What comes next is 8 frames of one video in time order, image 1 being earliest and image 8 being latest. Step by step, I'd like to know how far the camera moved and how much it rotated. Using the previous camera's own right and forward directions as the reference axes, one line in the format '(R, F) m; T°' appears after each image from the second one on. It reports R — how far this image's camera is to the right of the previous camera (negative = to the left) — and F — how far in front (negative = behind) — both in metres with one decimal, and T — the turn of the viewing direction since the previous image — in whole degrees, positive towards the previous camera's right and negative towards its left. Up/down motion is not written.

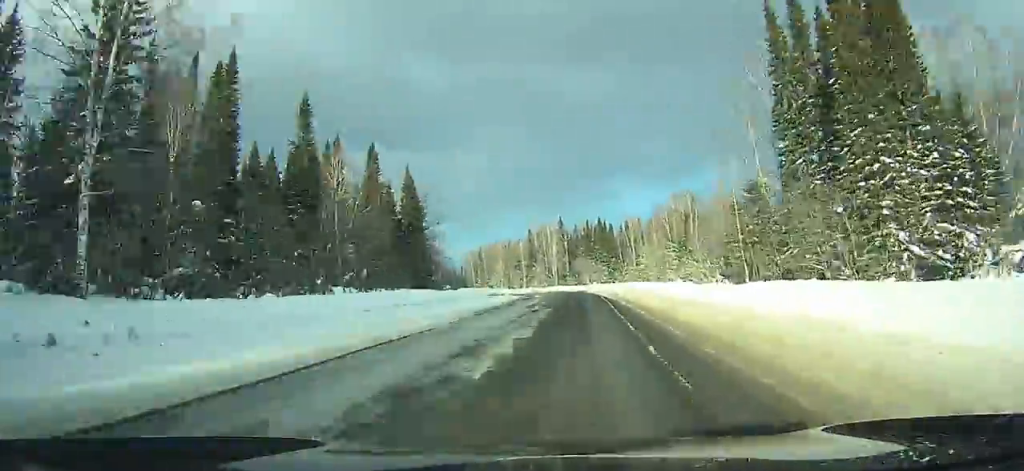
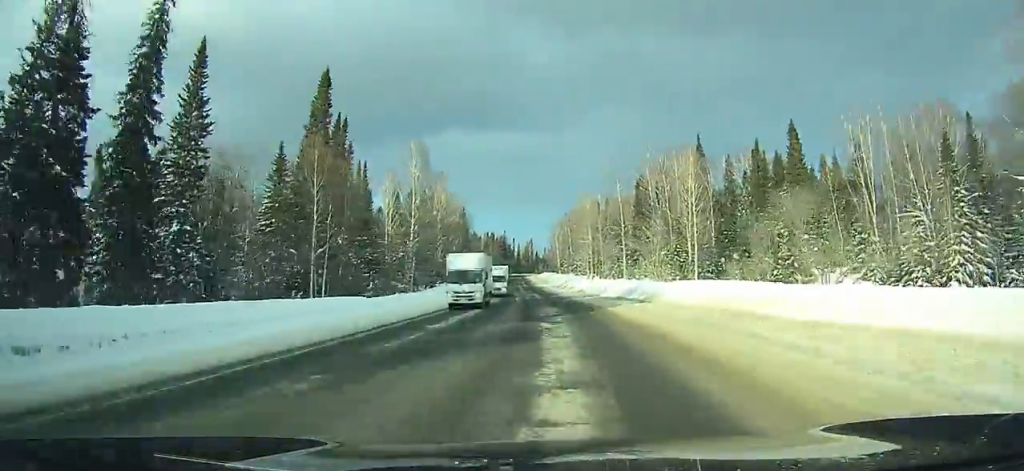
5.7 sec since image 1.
(-8.3, +109.4) m; -11°
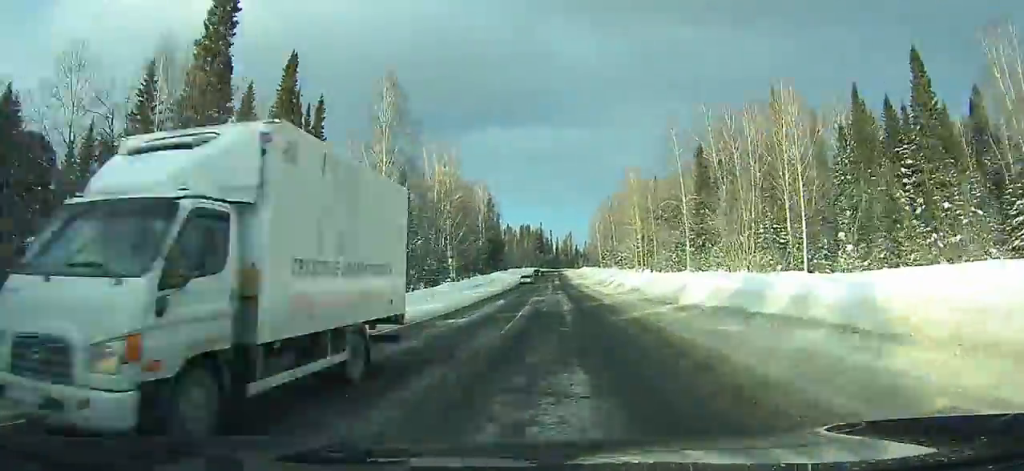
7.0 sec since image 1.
(-0.3, +24.3) m; -3°
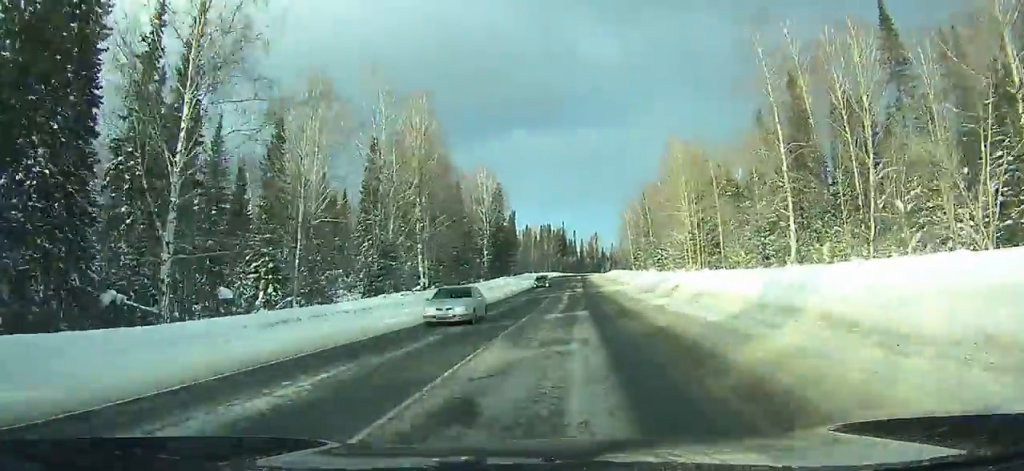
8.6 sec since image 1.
(-1.6, +29.7) m; +2°
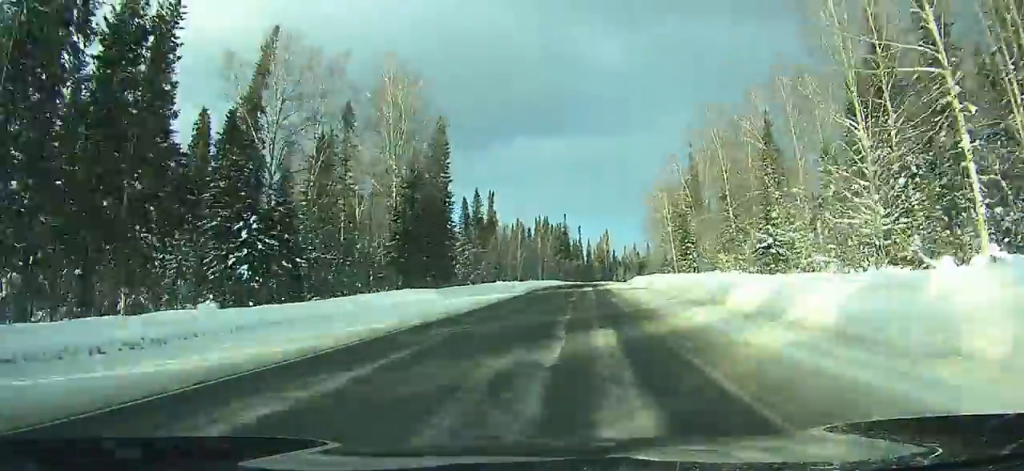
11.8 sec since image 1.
(+2.6, +58.9) m; -2°
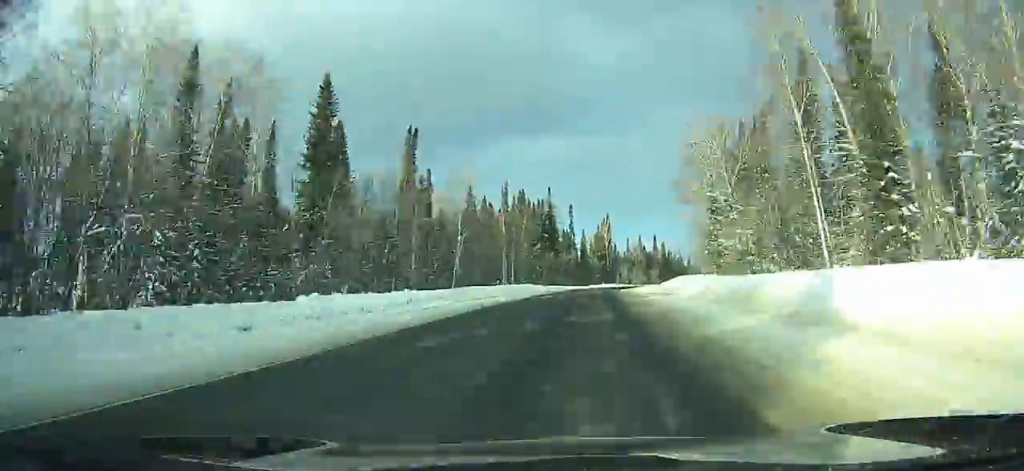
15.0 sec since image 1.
(-5.5, +64.4) m; -4°
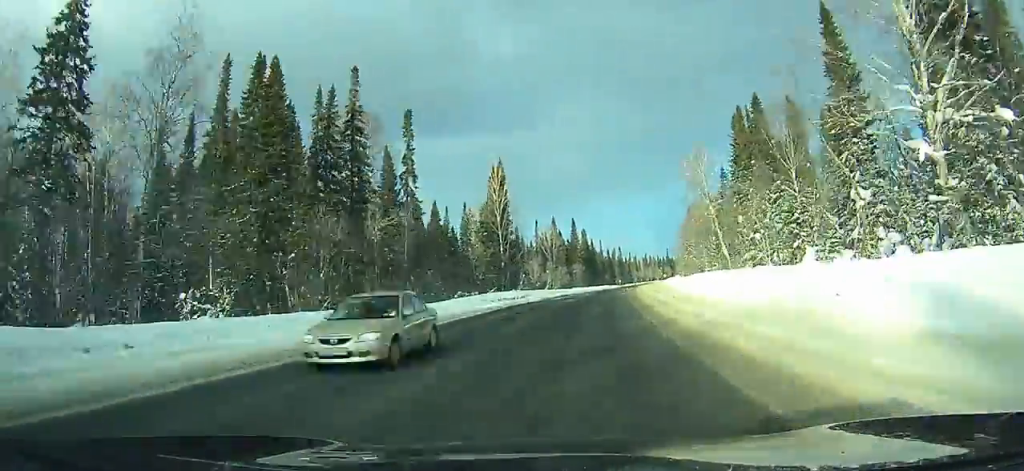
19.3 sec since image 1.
(+5.1, +92.3) m; +9°
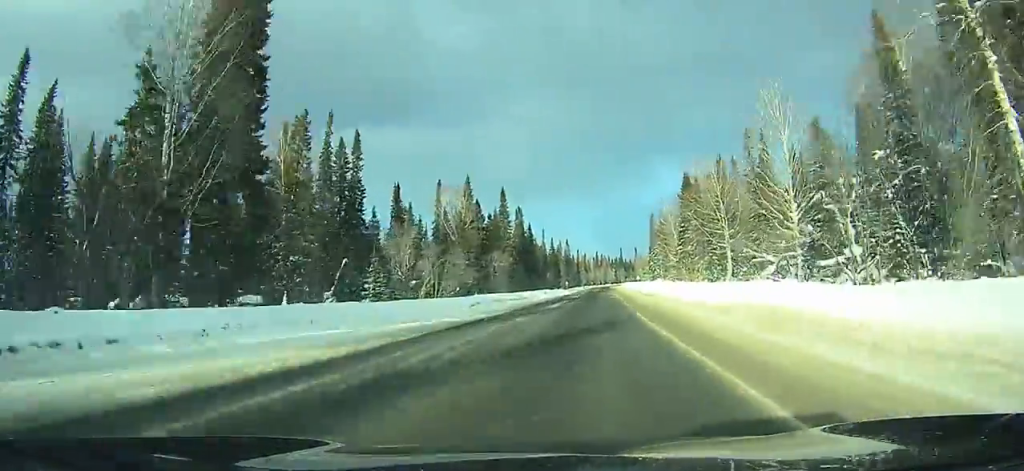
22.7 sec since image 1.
(+4.9, +72.8) m; +6°
